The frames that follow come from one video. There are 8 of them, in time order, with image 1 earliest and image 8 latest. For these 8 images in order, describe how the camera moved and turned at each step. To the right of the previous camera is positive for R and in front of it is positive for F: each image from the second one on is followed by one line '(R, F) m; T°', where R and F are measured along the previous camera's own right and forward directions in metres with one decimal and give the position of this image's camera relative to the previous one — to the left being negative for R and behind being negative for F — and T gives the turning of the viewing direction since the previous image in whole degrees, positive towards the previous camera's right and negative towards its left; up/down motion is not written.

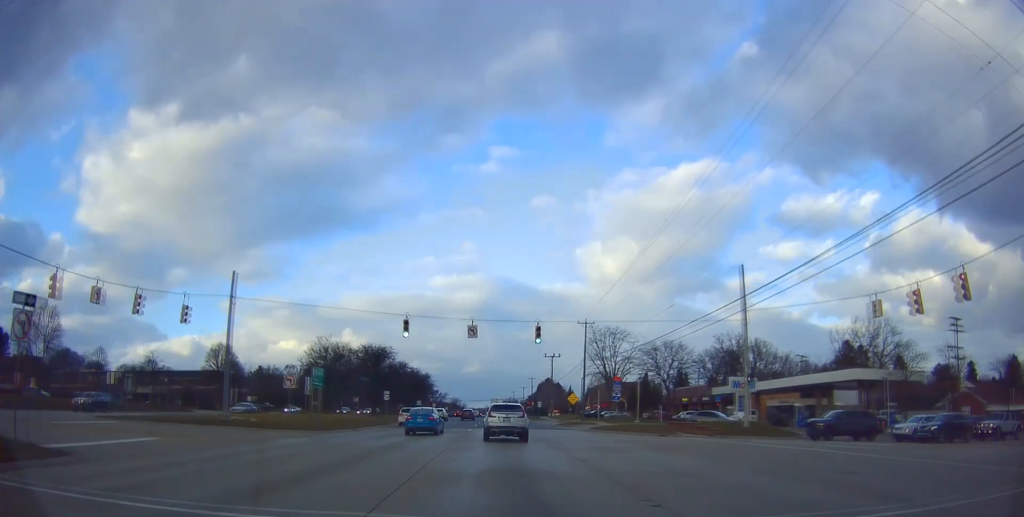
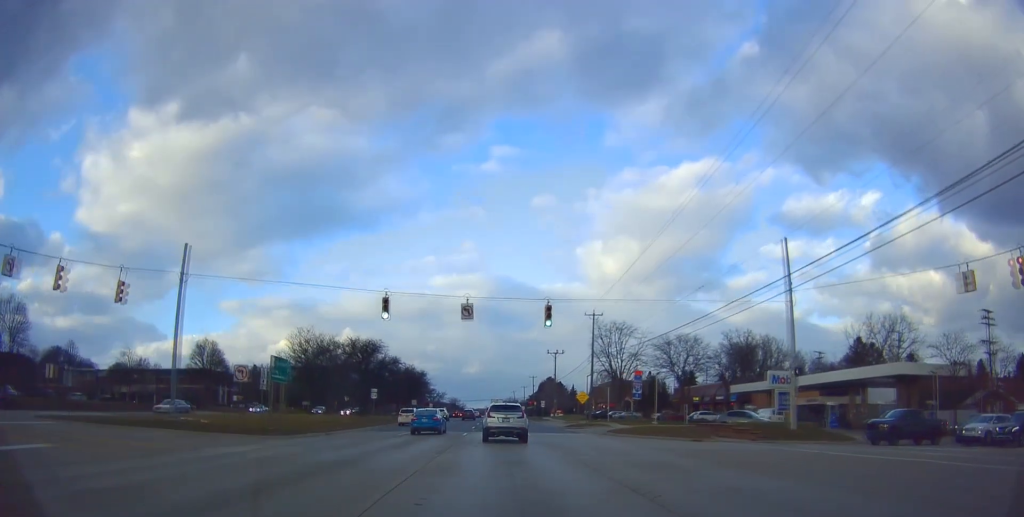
(0.0, +6.9) m; 0°
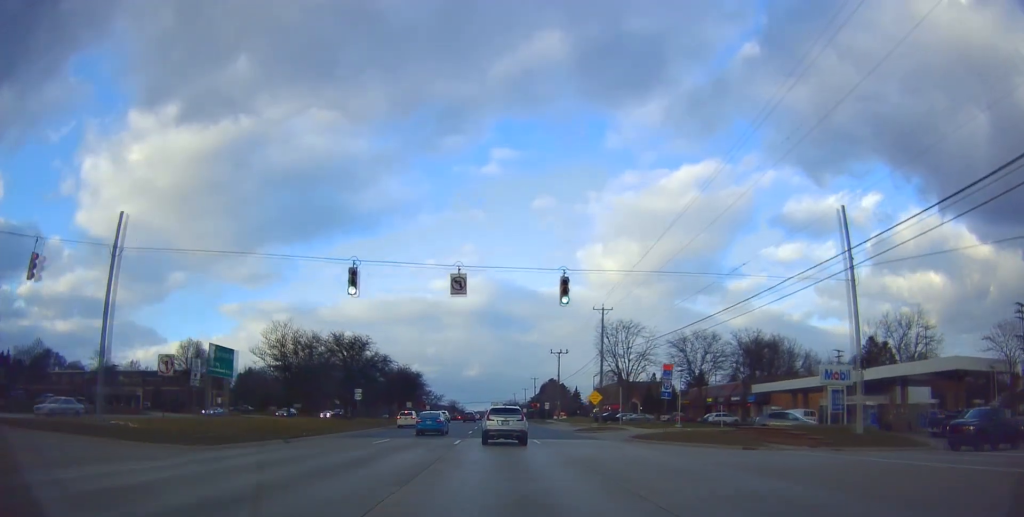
(-0.2, +7.1) m; 0°
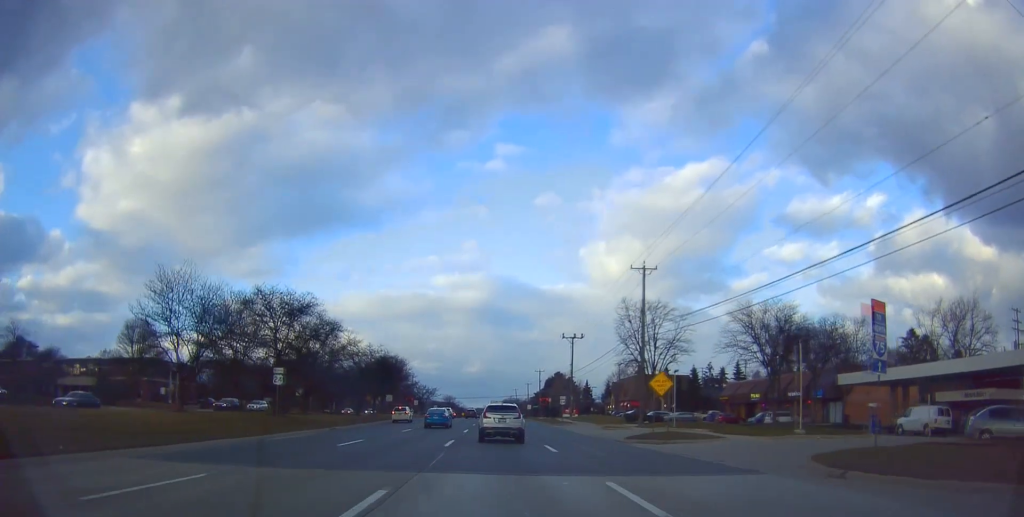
(+0.2, +20.2) m; +1°
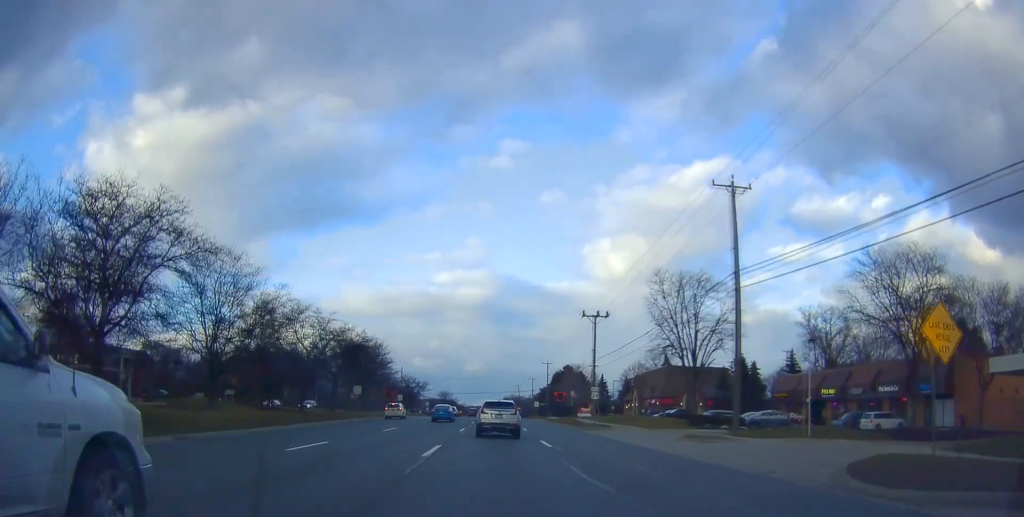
(+0.1, +21.1) m; 0°
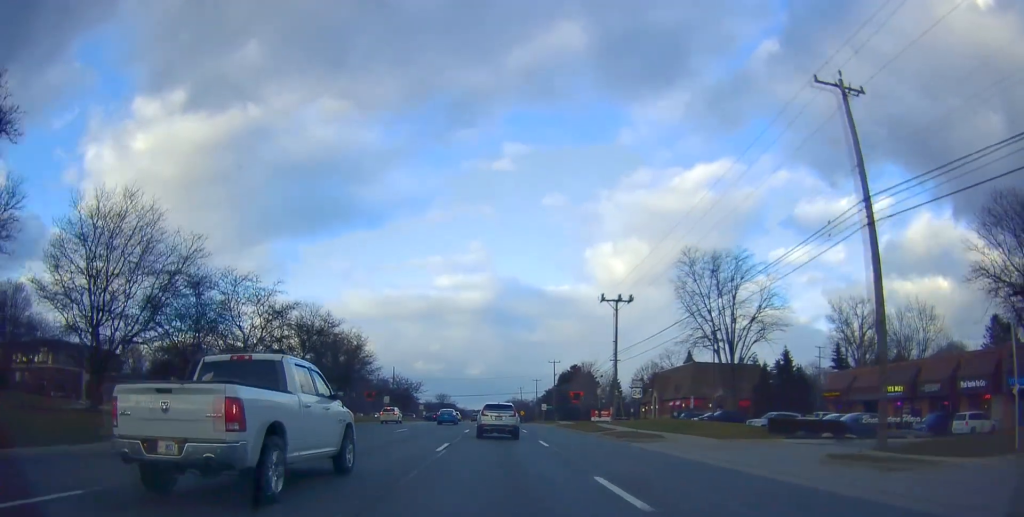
(+0.1, +13.4) m; -3°
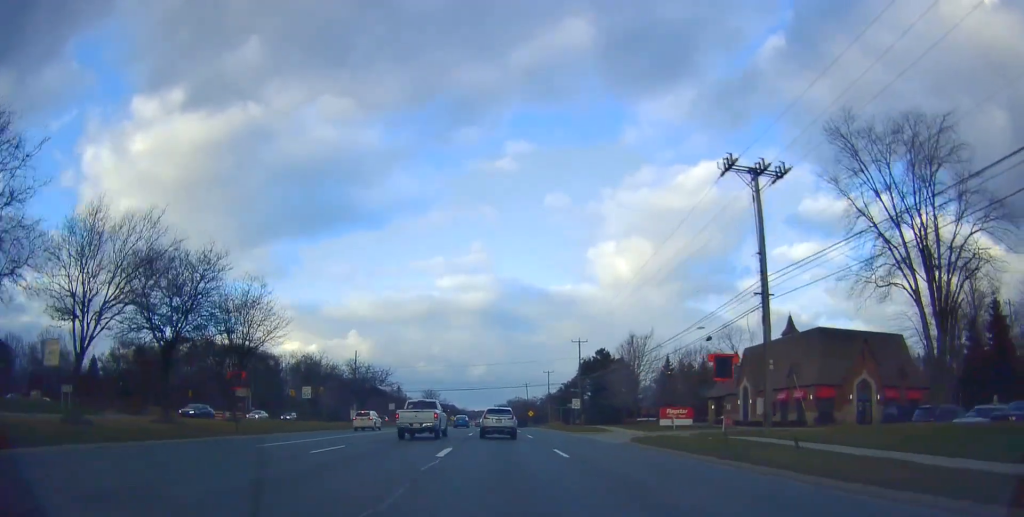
(+0.2, +36.4) m; +3°
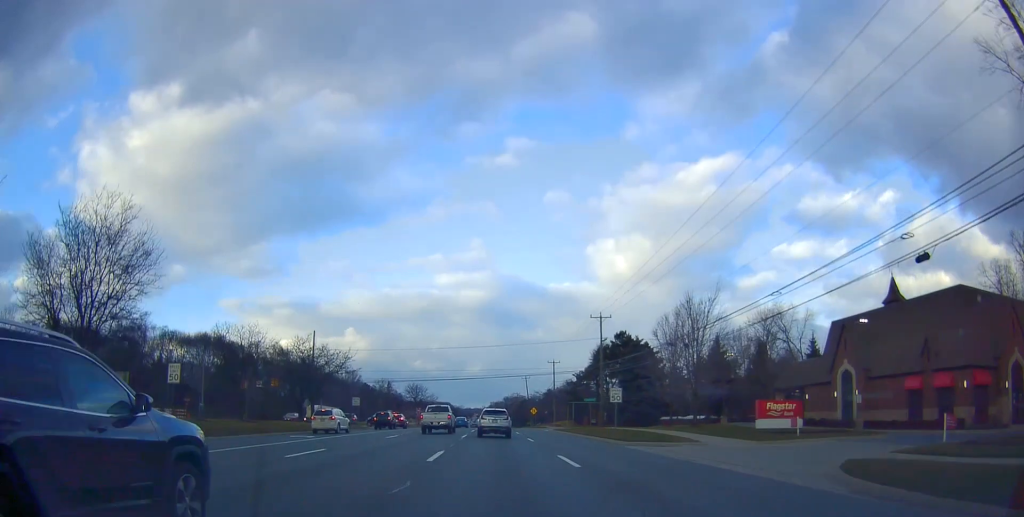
(0.0, +20.5) m; 0°
